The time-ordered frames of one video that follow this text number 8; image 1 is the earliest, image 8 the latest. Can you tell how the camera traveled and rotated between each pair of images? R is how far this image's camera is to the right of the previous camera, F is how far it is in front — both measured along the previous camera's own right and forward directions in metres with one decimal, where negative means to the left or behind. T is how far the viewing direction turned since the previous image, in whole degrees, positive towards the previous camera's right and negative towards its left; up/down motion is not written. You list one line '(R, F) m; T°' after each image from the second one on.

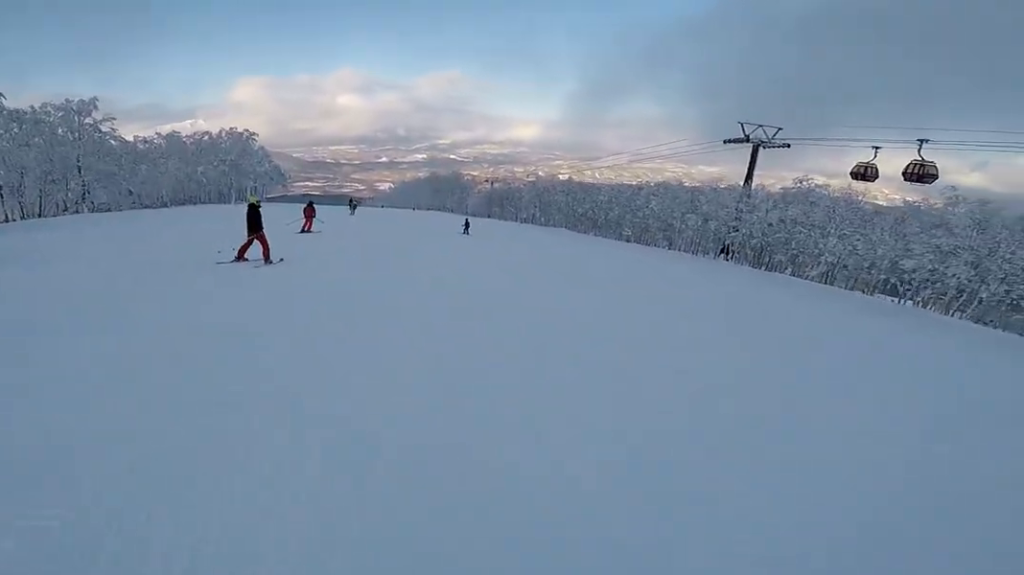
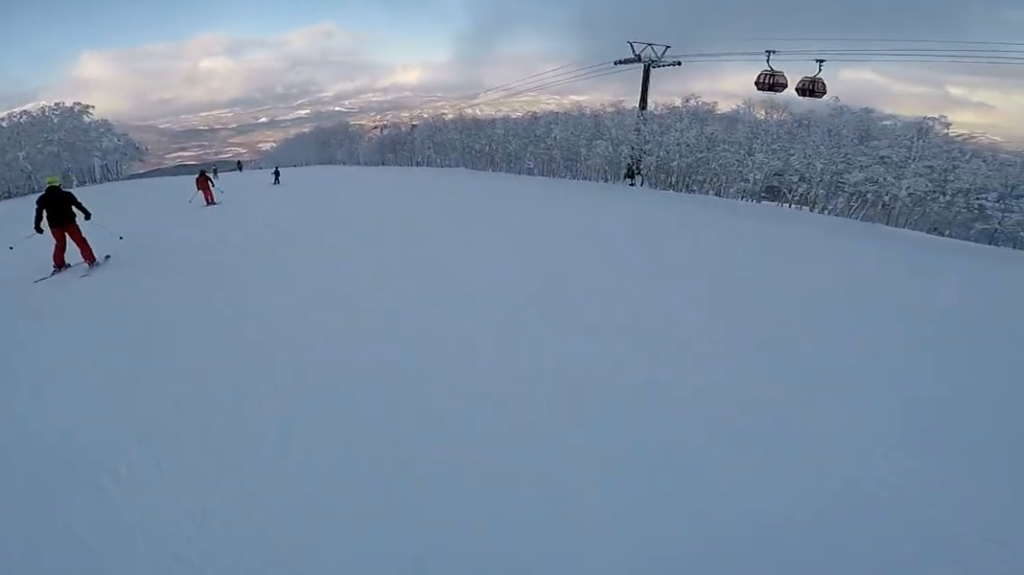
(-0.3, +6.5) m; +1°
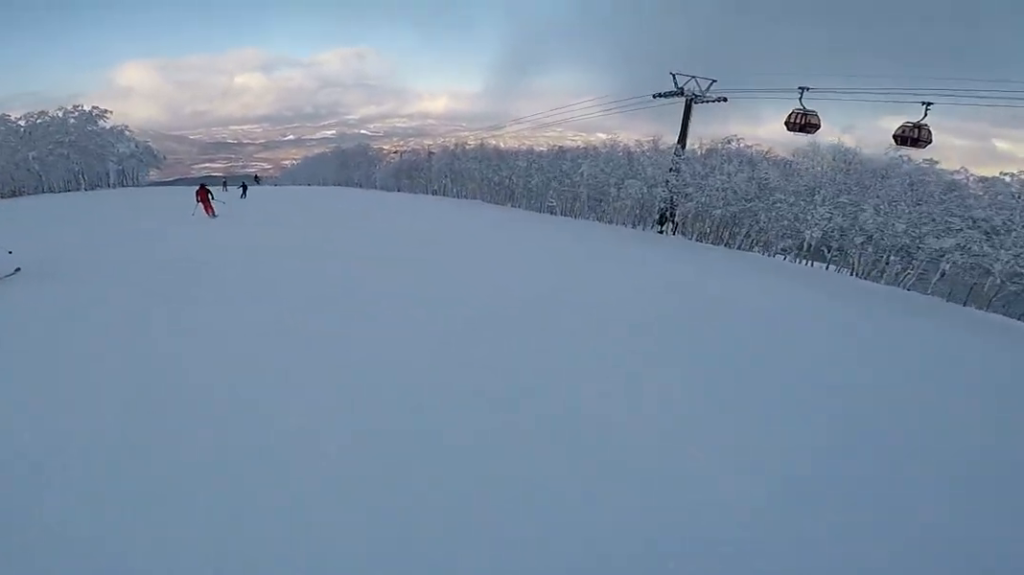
(-0.2, +3.6) m; +4°
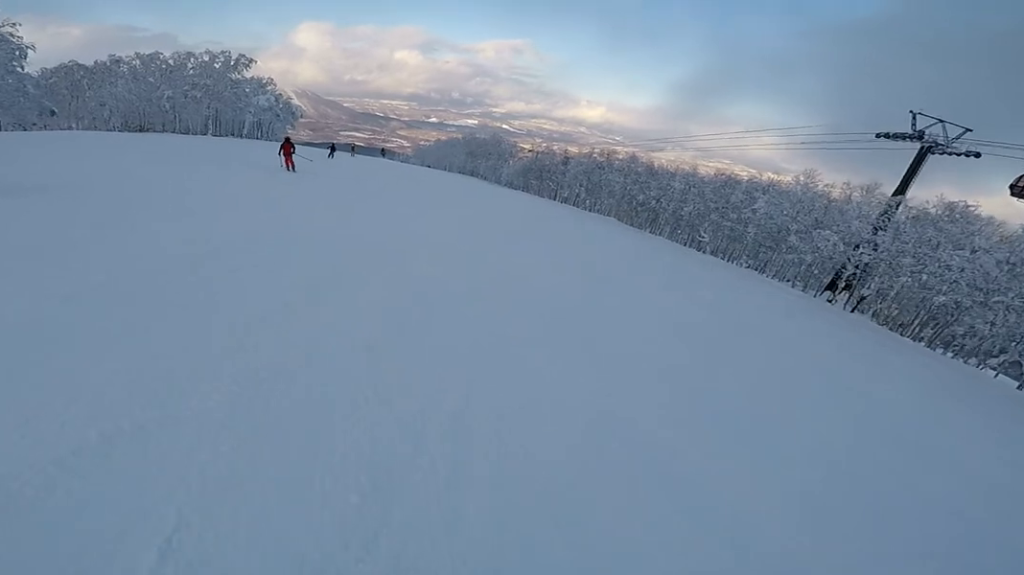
(+0.7, +5.3) m; -7°
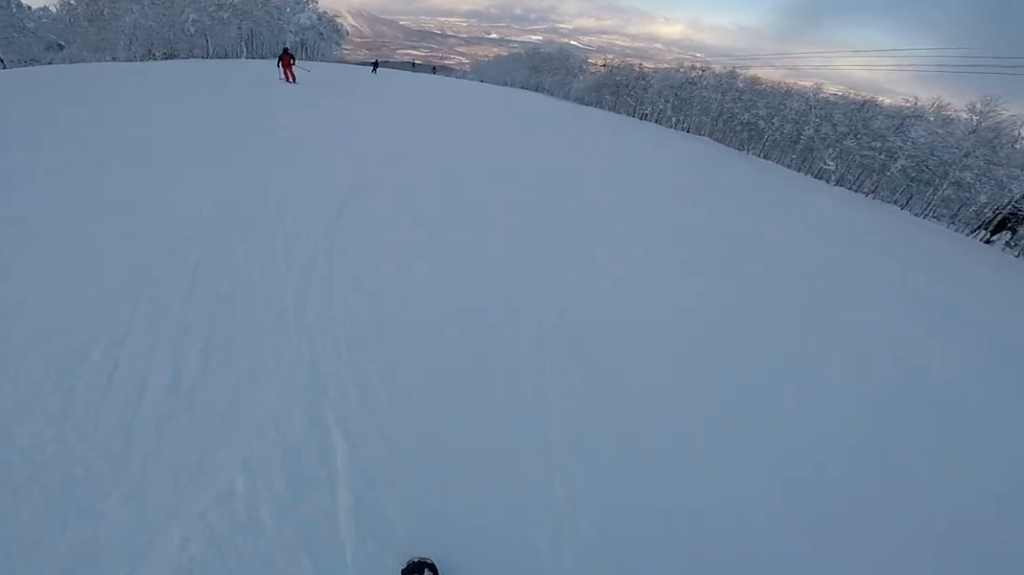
(-0.9, +4.9) m; -12°
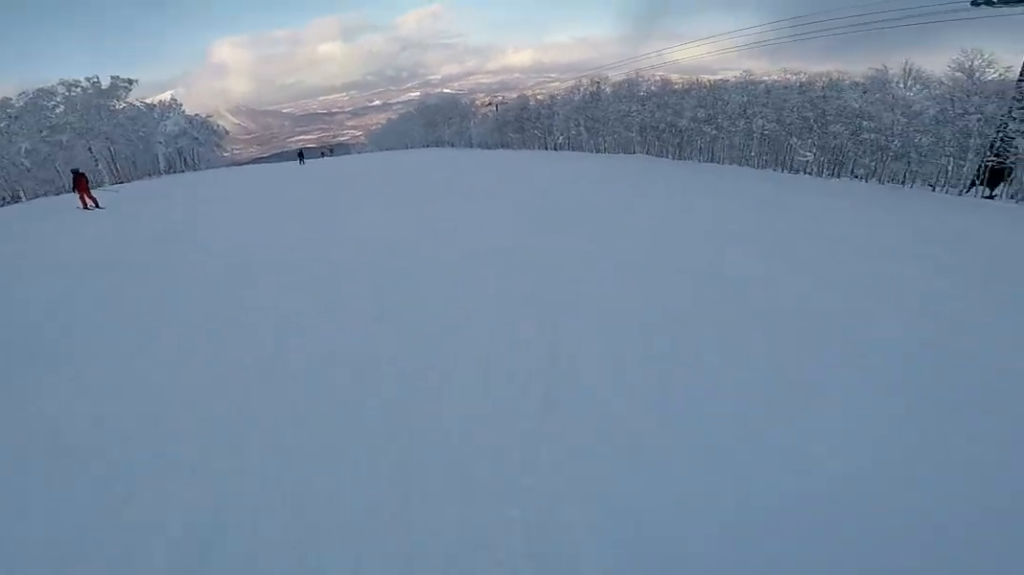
(-1.1, +8.2) m; +7°
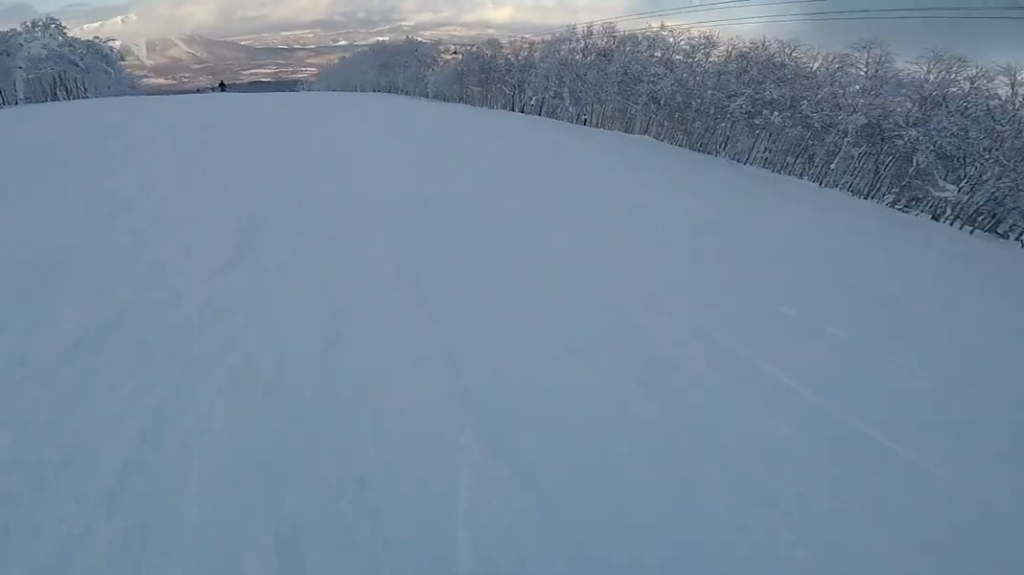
(+2.4, +11.9) m; +1°
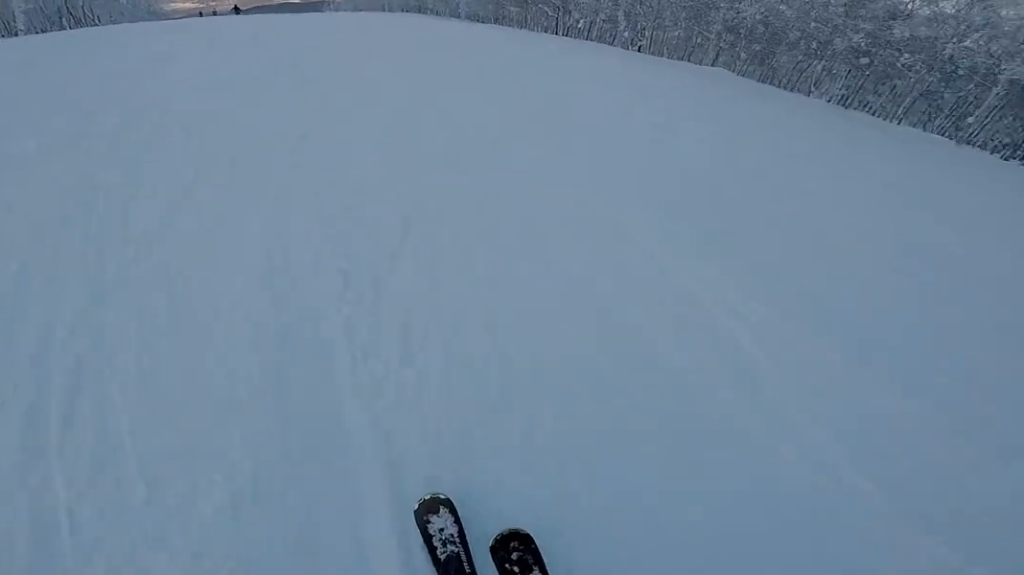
(-0.1, +3.4) m; -6°
